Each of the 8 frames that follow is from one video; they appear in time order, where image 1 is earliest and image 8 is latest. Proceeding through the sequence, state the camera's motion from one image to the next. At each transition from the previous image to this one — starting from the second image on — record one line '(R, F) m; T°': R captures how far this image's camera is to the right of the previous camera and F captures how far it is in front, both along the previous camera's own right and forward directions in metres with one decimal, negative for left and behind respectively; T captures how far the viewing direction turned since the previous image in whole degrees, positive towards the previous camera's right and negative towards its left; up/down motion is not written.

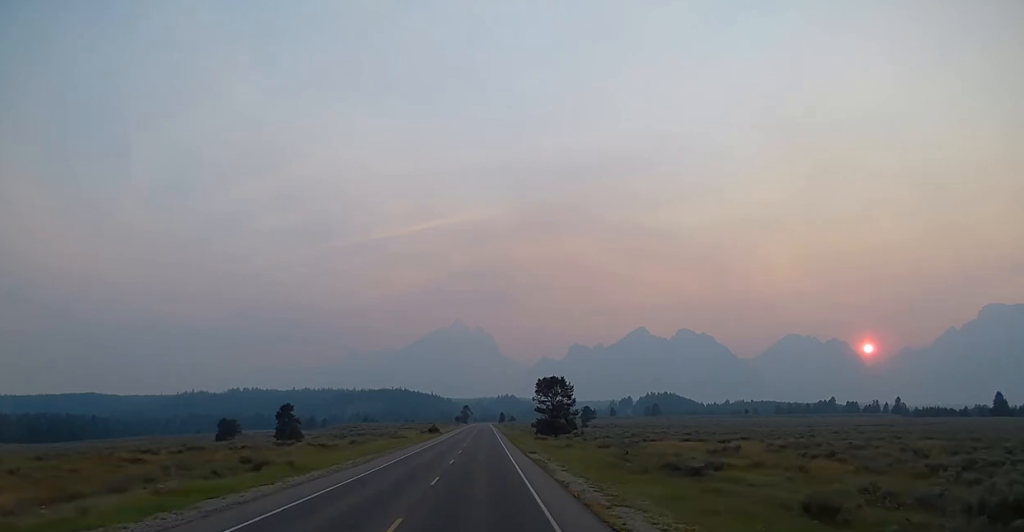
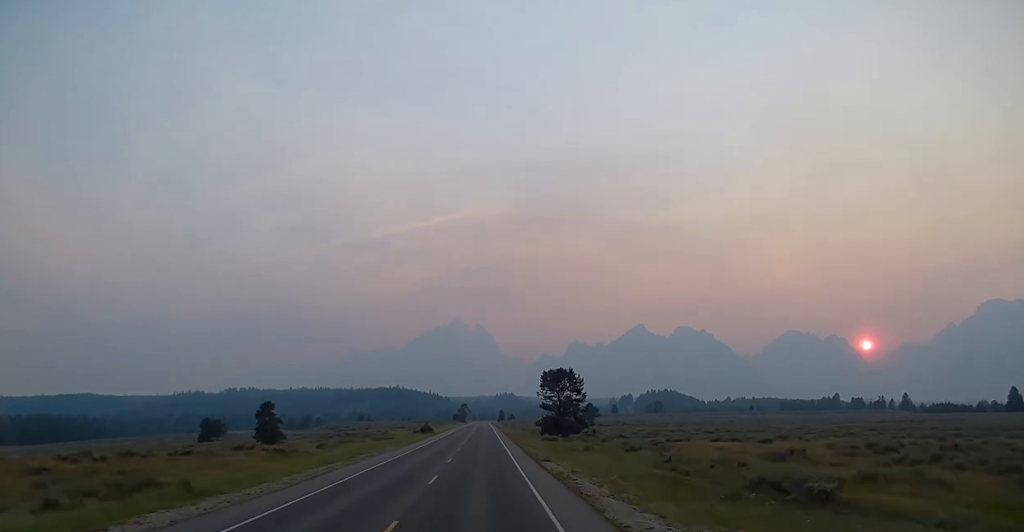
(+0.1, +12.4) m; 0°
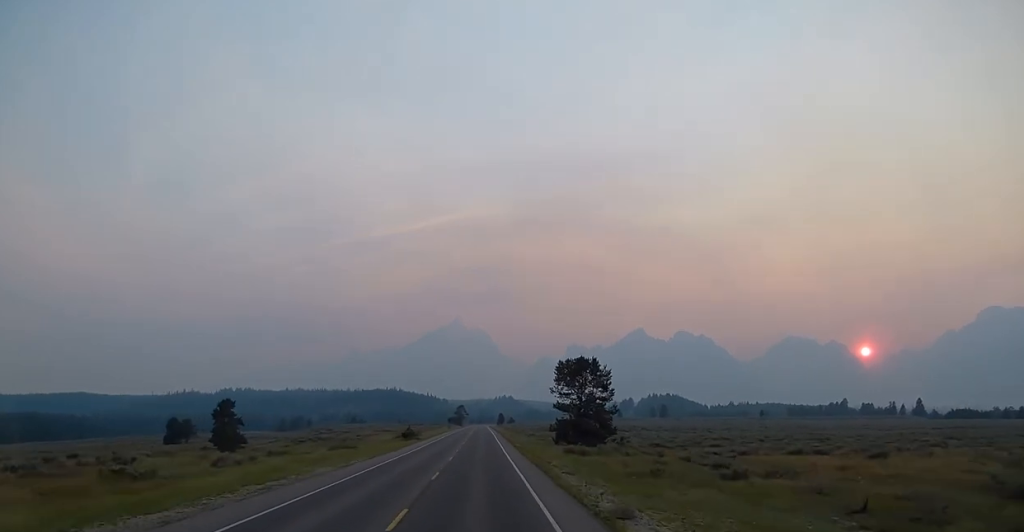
(-0.4, +23.0) m; 0°
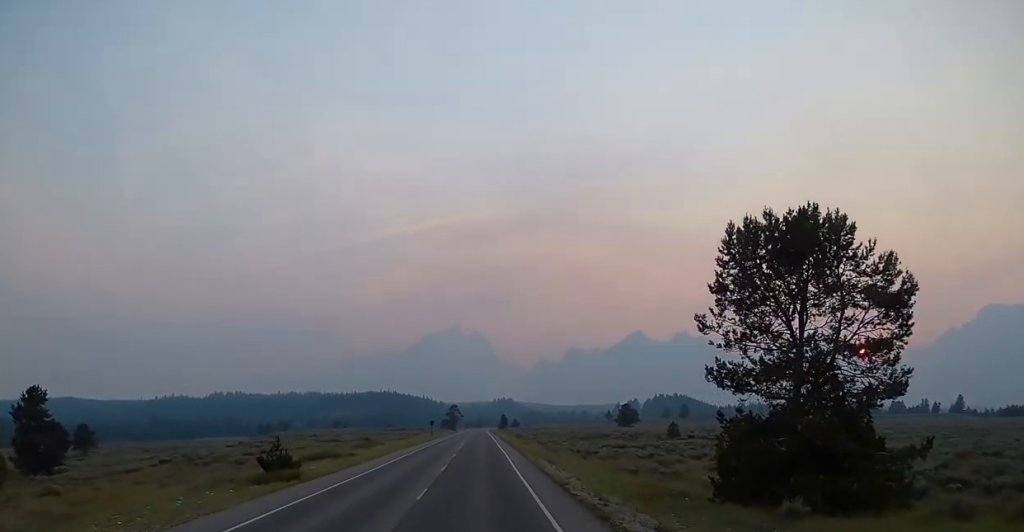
(+0.1, +52.9) m; 0°
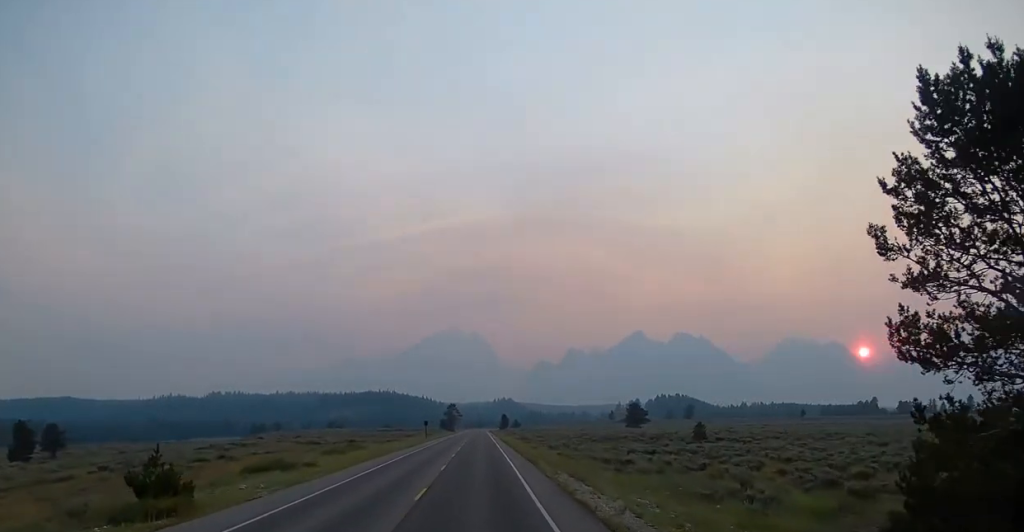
(0.0, +11.6) m; 0°
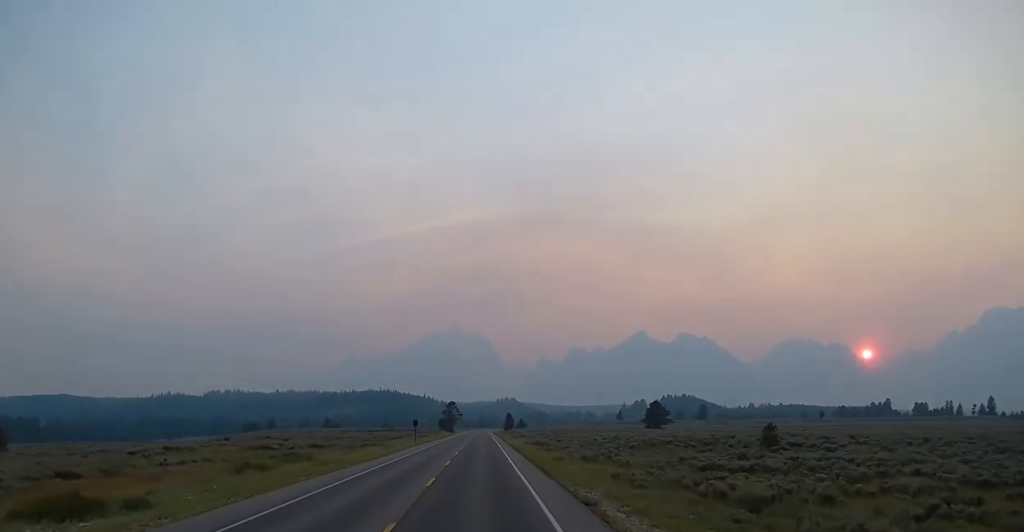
(0.0, +20.5) m; 0°
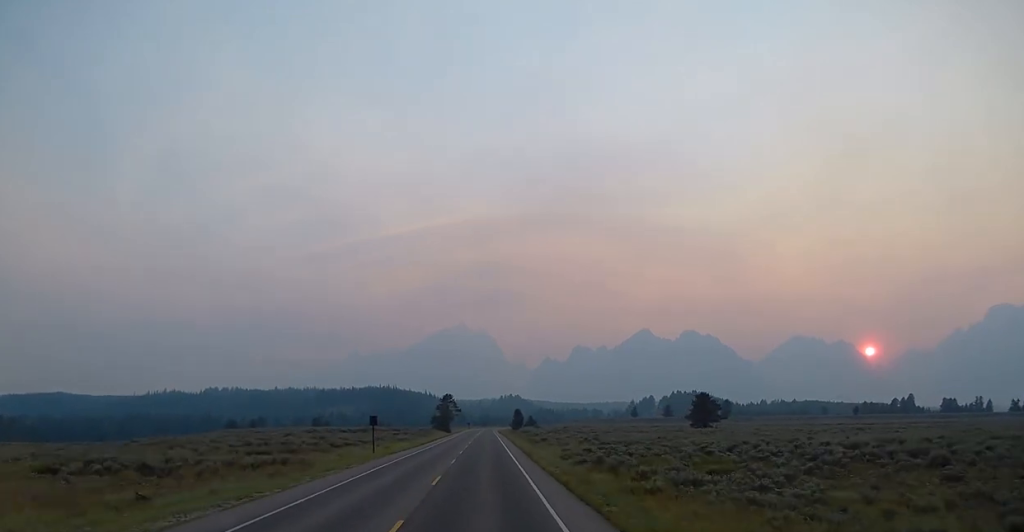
(0.0, +36.0) m; 0°
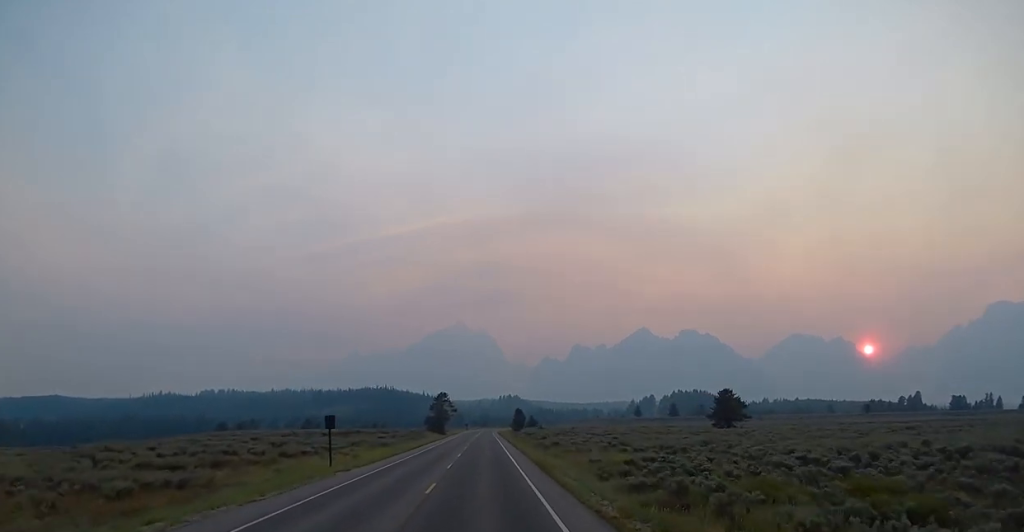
(0.0, +13.9) m; 0°
